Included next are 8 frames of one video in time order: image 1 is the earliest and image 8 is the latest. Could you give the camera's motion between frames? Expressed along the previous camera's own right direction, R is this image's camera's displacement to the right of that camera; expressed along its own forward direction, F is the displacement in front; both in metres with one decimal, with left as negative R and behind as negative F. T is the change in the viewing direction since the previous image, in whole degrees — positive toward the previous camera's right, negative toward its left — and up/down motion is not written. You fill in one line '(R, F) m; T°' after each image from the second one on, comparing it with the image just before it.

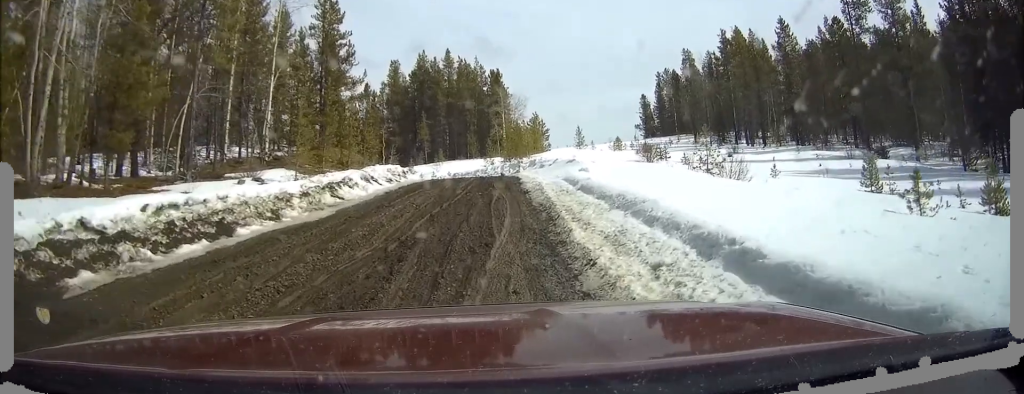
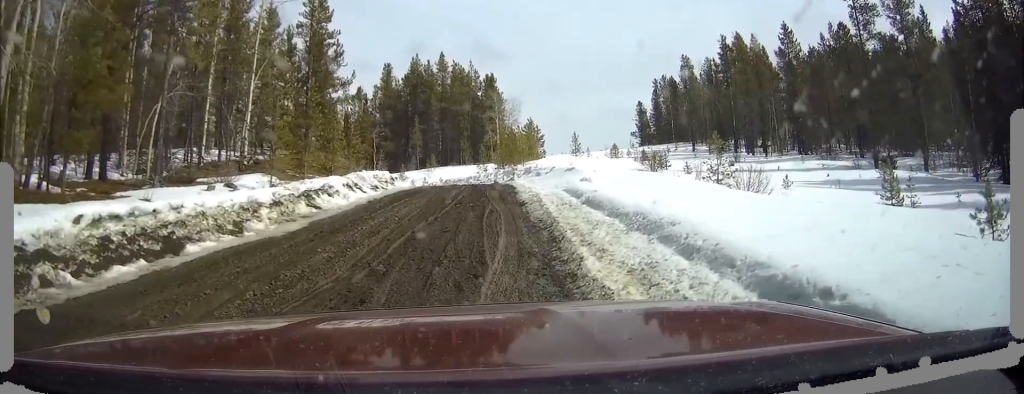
(+0.1, +2.0) m; +1°
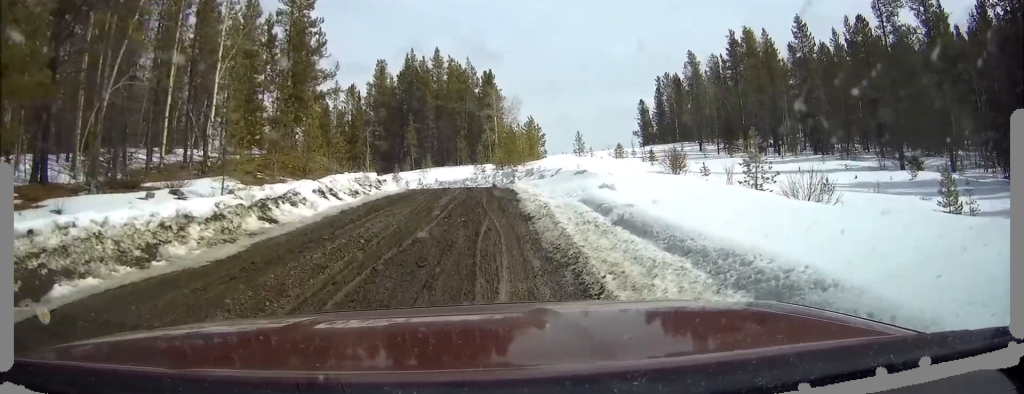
(0.0, +3.6) m; -3°
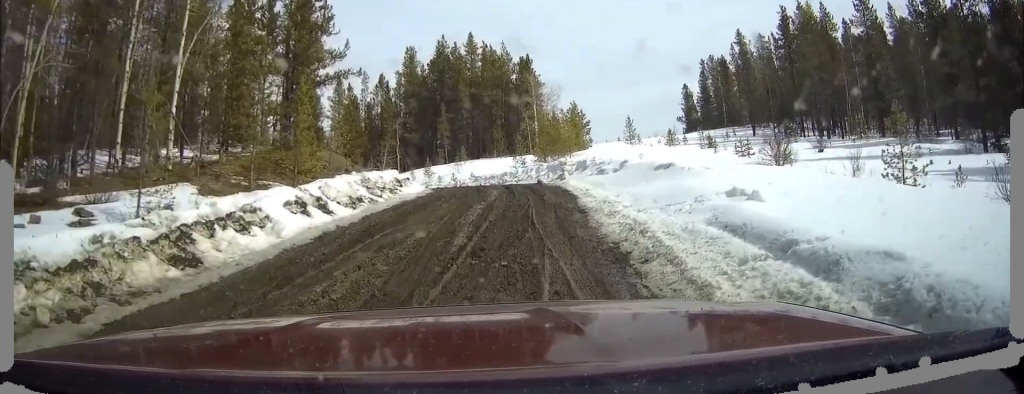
(-0.2, +5.5) m; 0°
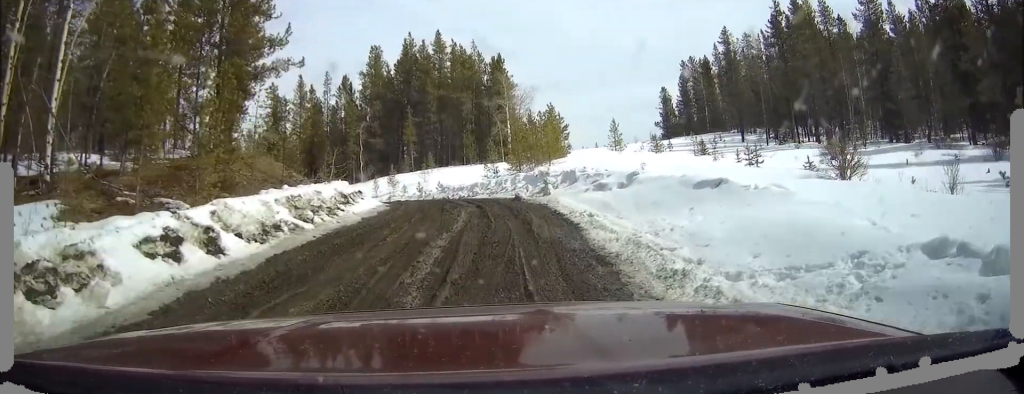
(+0.3, +4.7) m; +4°
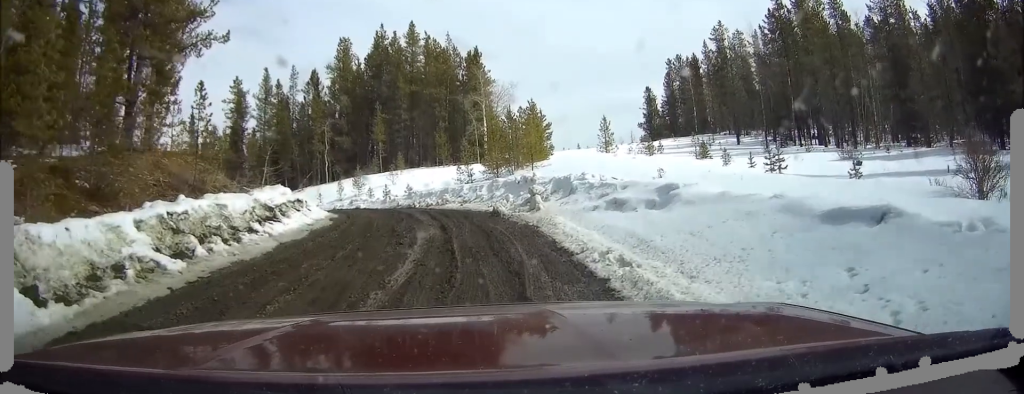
(0.0, +5.1) m; -1°
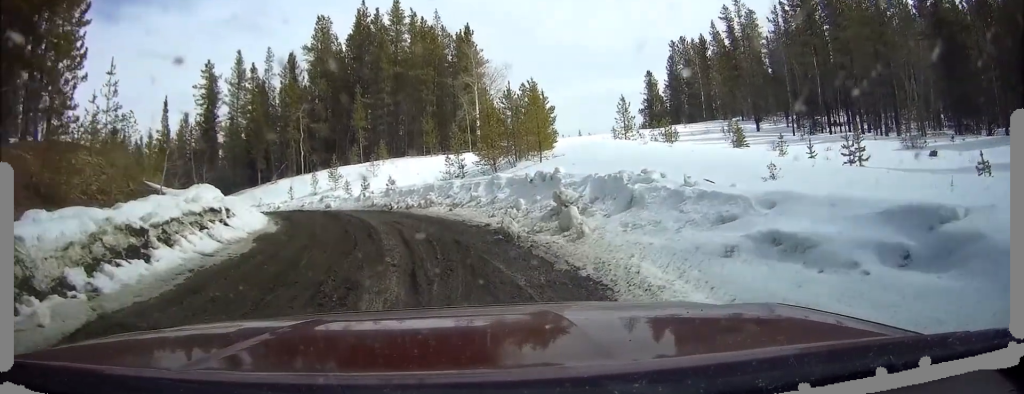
(-0.2, +6.6) m; -3°
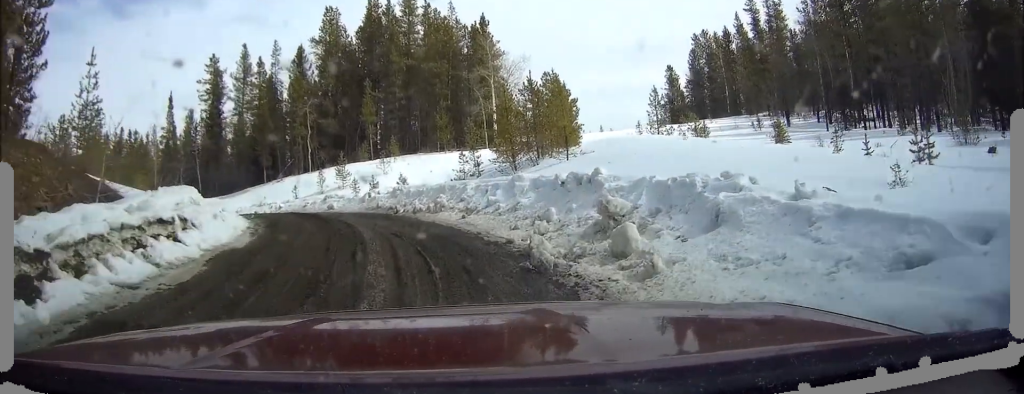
(-0.1, +3.2) m; -2°
